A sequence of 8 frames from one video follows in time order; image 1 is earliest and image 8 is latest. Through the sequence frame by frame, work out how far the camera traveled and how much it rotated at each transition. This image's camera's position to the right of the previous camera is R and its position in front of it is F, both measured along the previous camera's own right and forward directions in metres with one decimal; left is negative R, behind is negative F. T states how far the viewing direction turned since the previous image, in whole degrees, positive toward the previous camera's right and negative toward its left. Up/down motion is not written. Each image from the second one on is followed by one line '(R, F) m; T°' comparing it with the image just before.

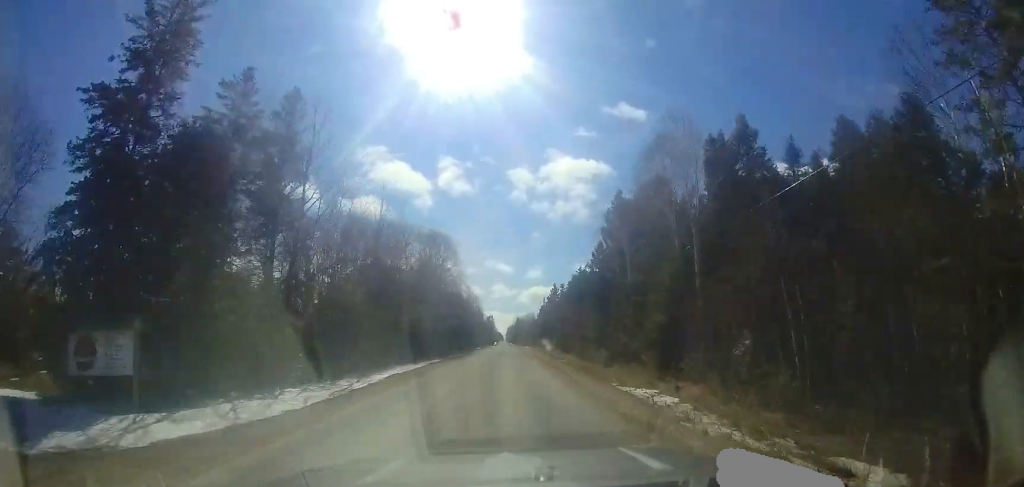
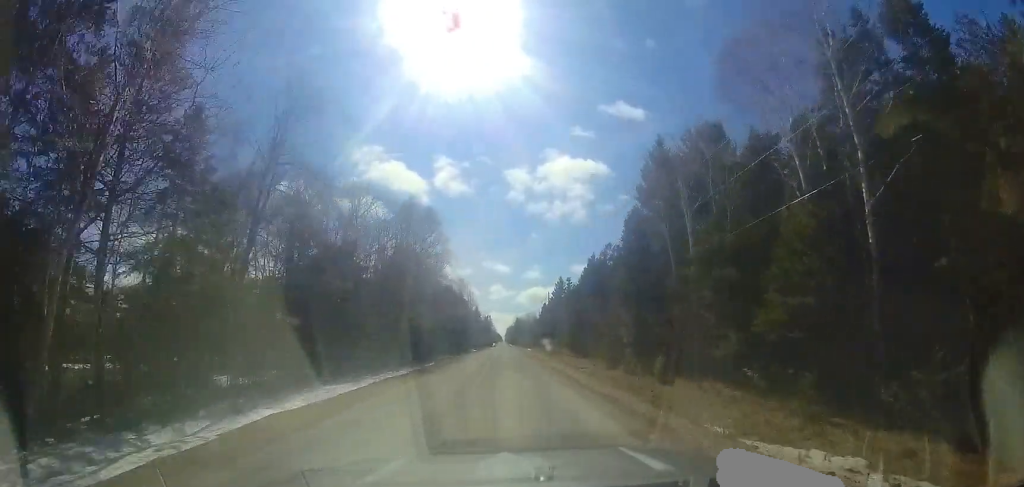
(+0.1, +11.7) m; 0°
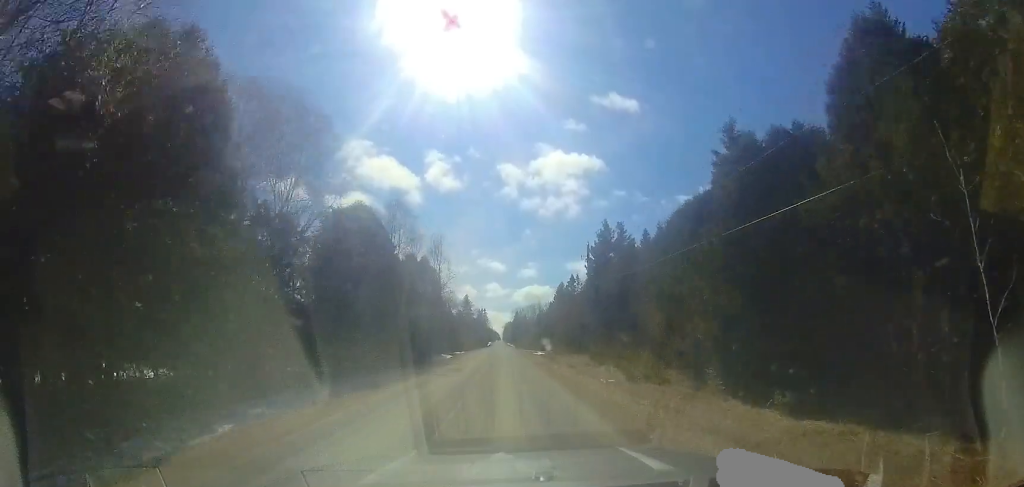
(-0.1, +38.7) m; -1°
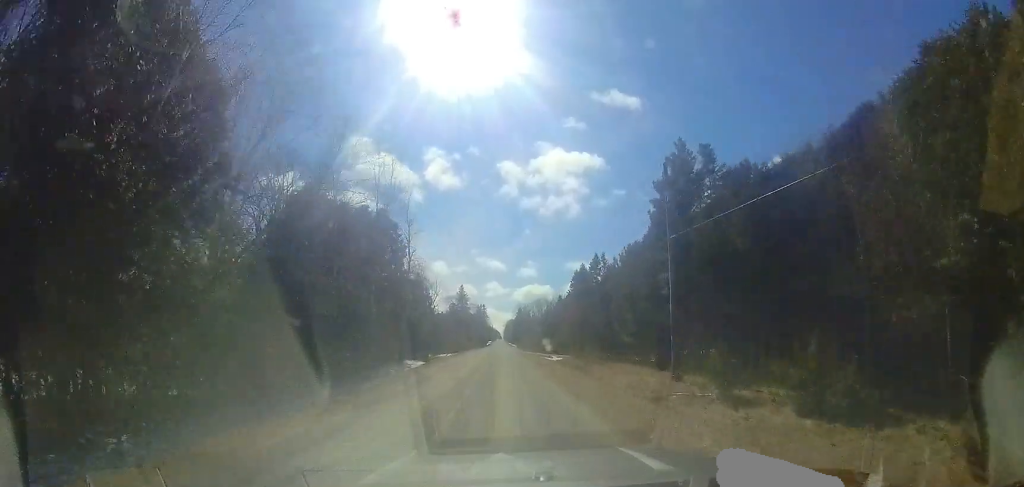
(+0.2, +19.2) m; 0°
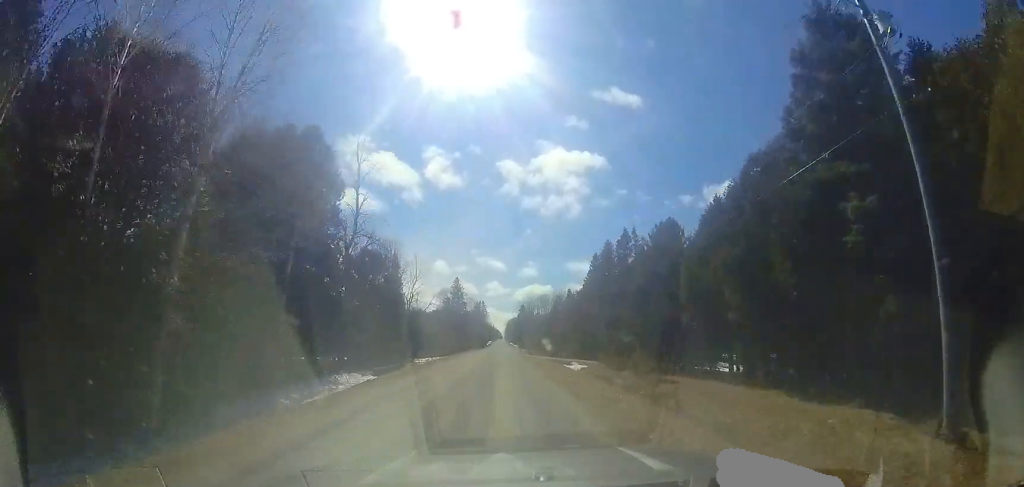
(0.0, +13.6) m; 0°
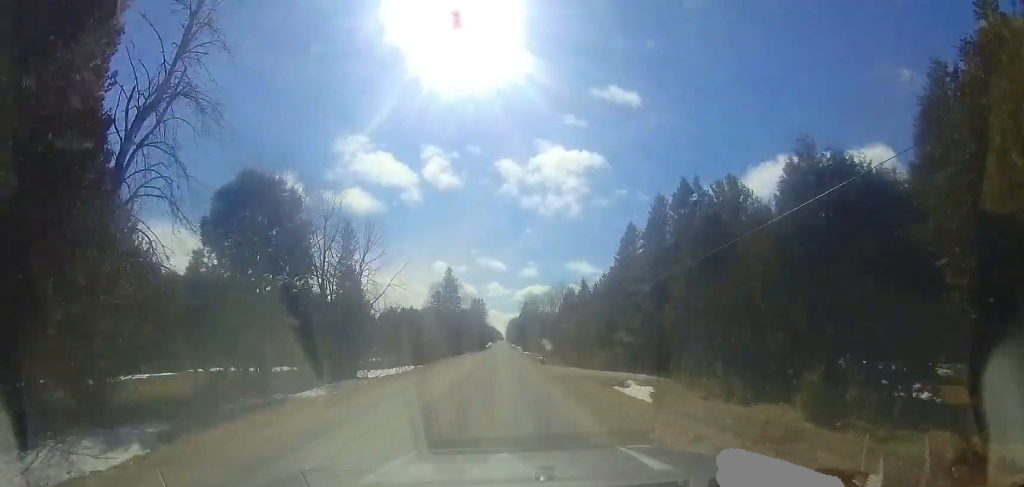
(-0.2, +15.1) m; 0°
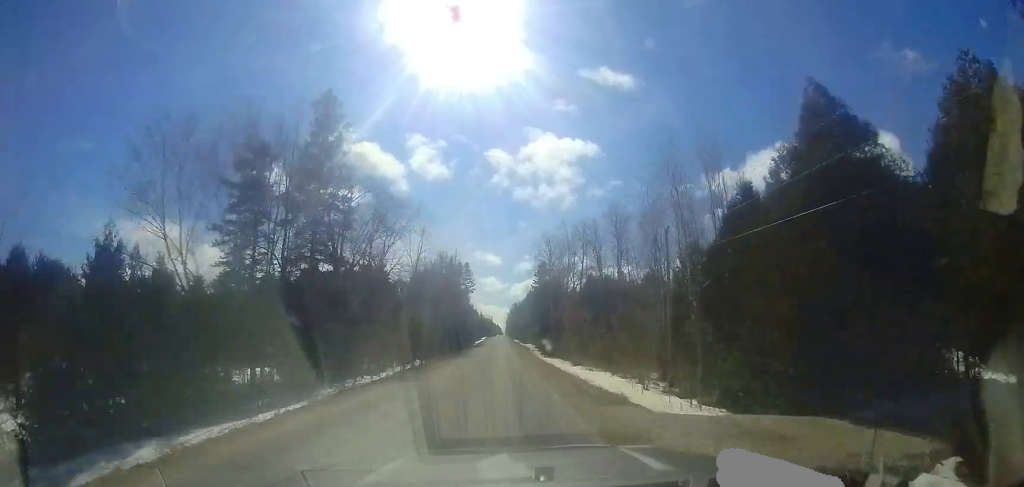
(+0.4, +60.0) m; 0°
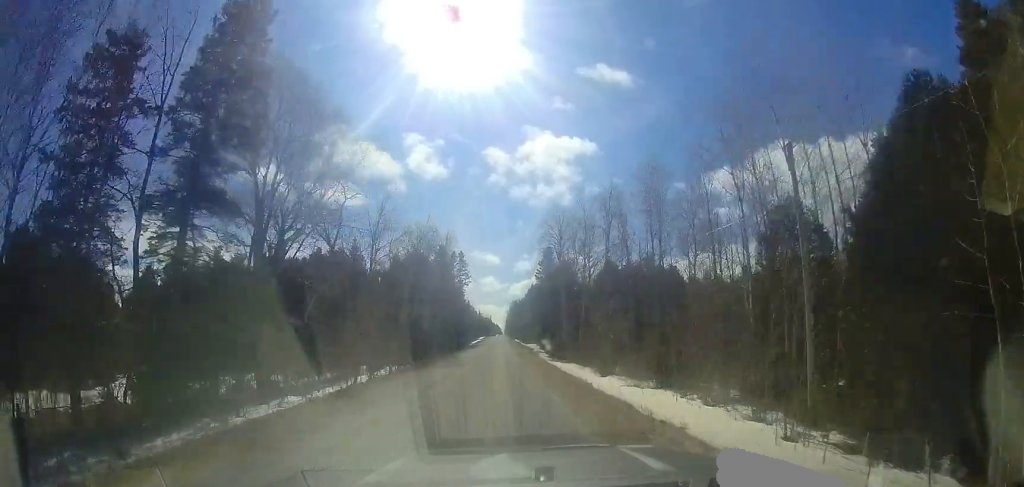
(0.0, +10.5) m; 0°
